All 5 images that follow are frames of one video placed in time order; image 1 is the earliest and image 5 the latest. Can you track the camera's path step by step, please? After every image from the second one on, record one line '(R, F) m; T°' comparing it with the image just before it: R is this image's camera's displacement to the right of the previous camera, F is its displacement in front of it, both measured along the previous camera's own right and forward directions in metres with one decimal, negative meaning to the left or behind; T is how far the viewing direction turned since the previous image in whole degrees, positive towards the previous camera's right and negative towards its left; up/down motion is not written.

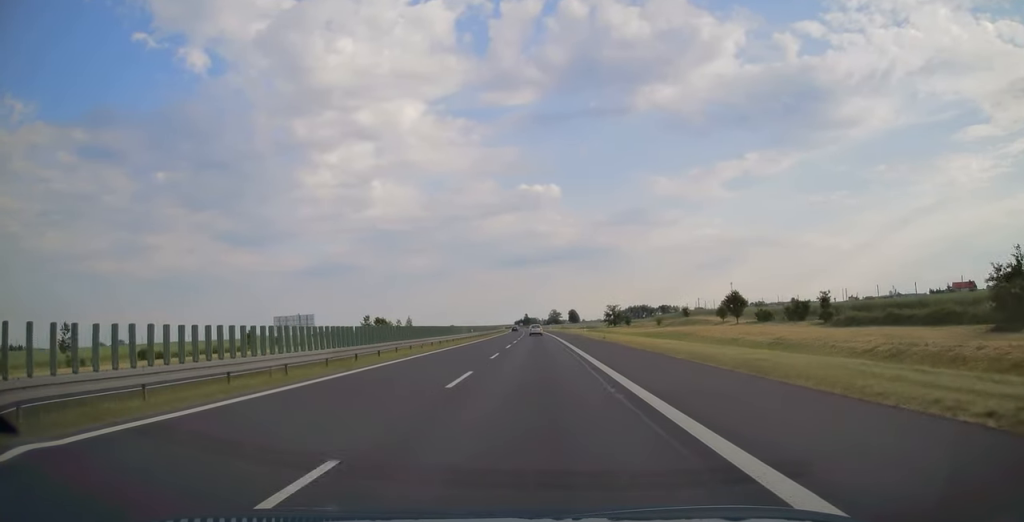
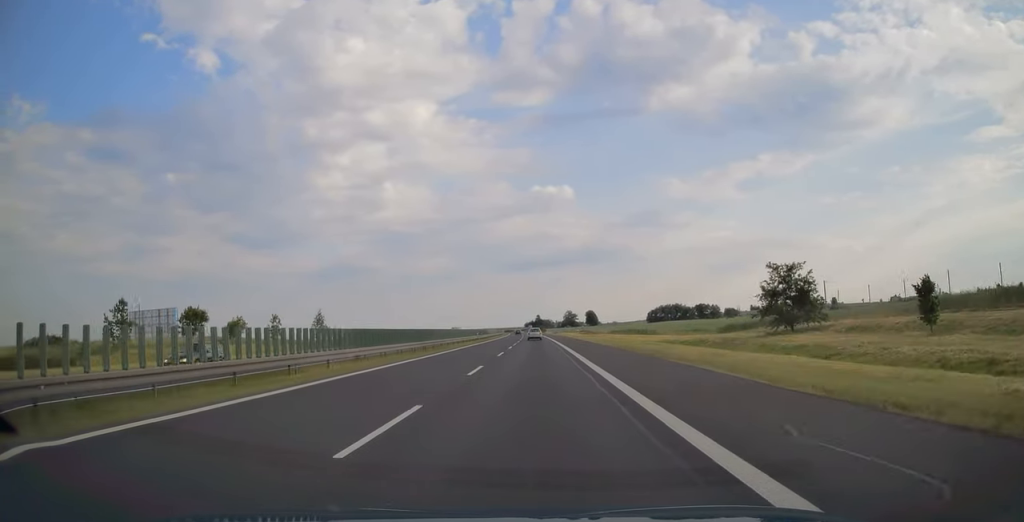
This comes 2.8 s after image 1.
(-1.2, +92.6) m; -1°
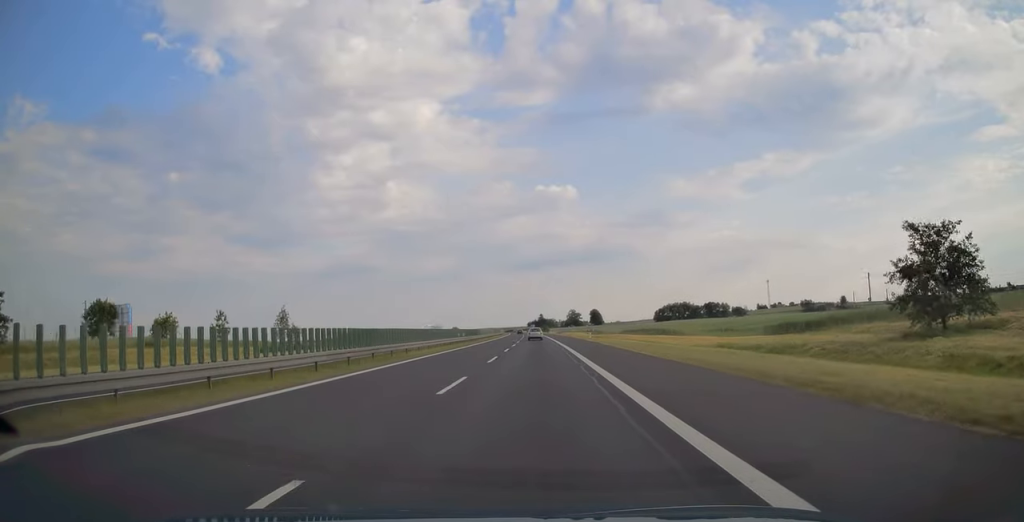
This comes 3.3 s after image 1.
(0.0, +17.4) m; 0°
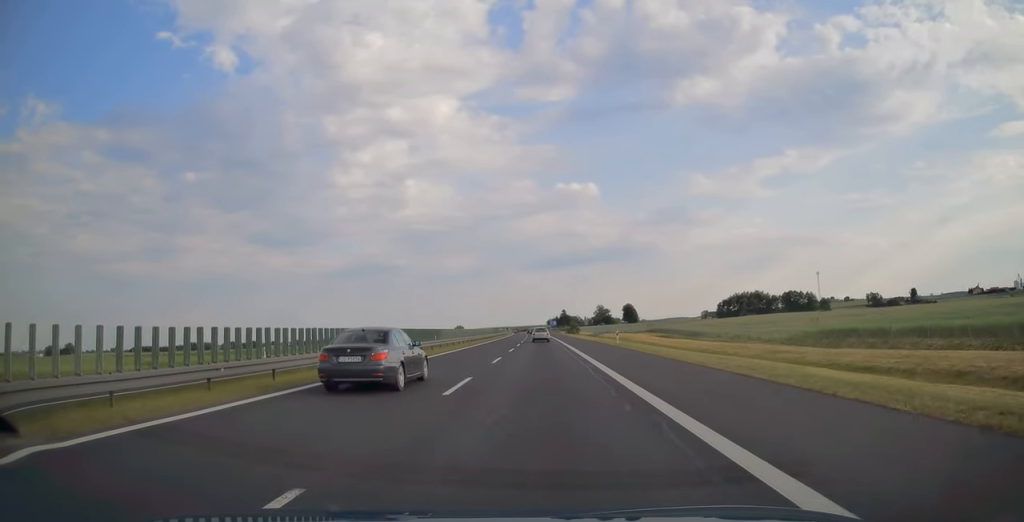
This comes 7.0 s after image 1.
(-2.0, +120.3) m; -2°
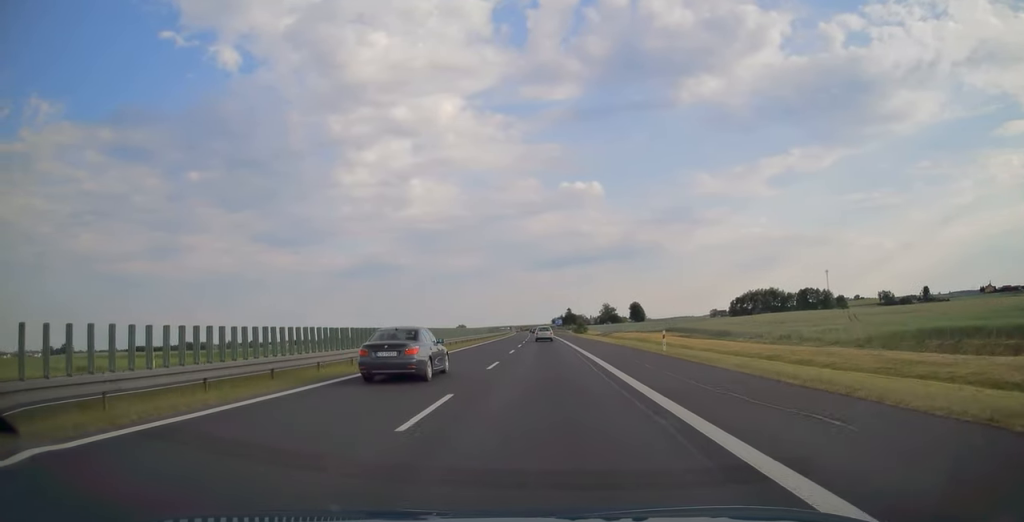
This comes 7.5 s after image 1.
(-0.1, +16.5) m; 0°
